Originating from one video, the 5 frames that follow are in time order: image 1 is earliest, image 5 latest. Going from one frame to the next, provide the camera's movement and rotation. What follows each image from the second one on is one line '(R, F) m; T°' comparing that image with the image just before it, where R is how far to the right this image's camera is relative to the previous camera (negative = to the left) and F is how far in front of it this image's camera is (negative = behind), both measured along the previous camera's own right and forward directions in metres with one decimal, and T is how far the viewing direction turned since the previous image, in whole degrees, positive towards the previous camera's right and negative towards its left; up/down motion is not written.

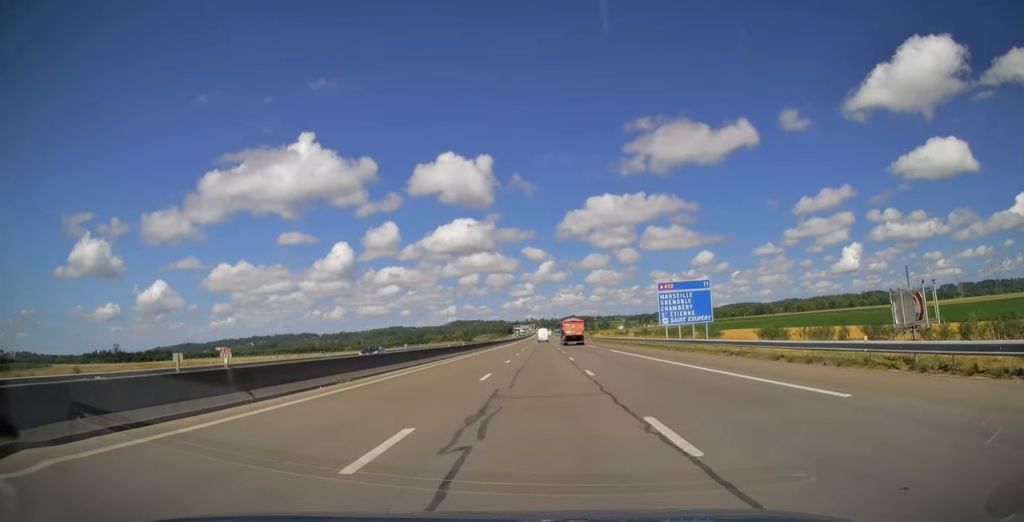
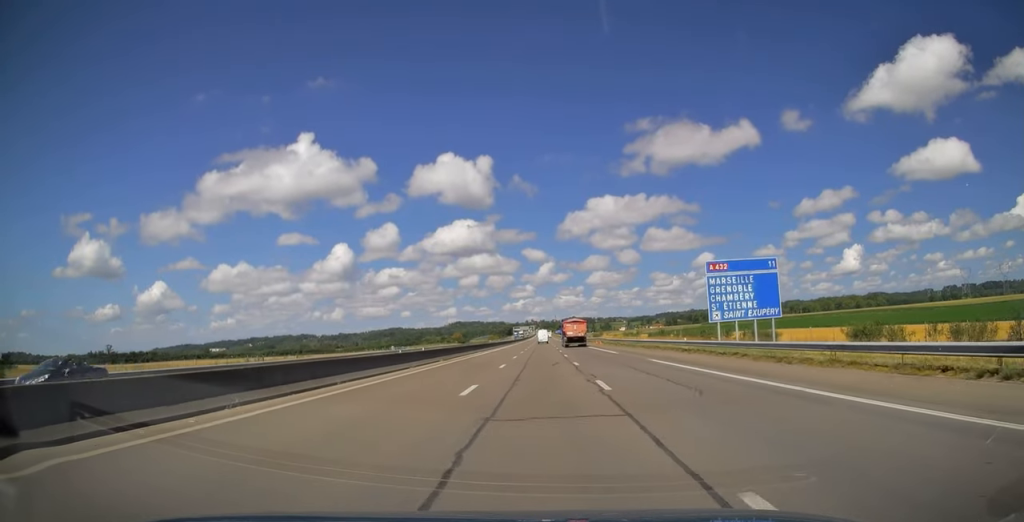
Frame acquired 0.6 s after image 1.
(-0.1, +17.7) m; 0°
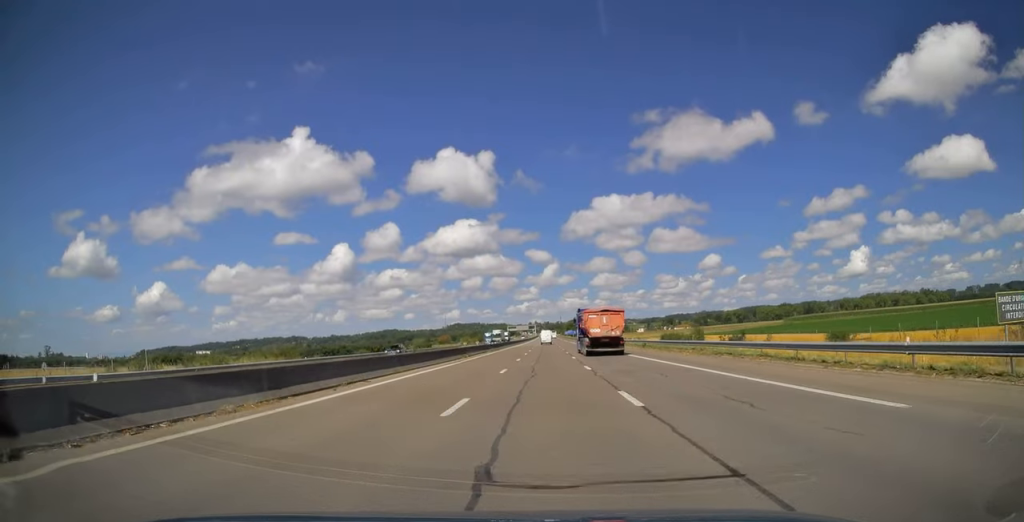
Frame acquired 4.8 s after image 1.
(+0.5, +135.6) m; 0°
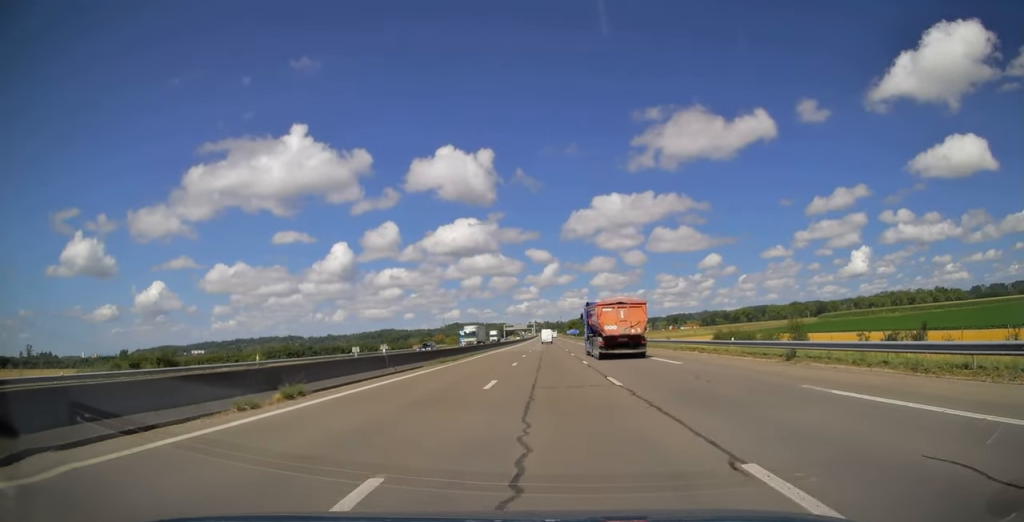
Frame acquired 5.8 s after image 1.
(+0.1, +34.2) m; 0°
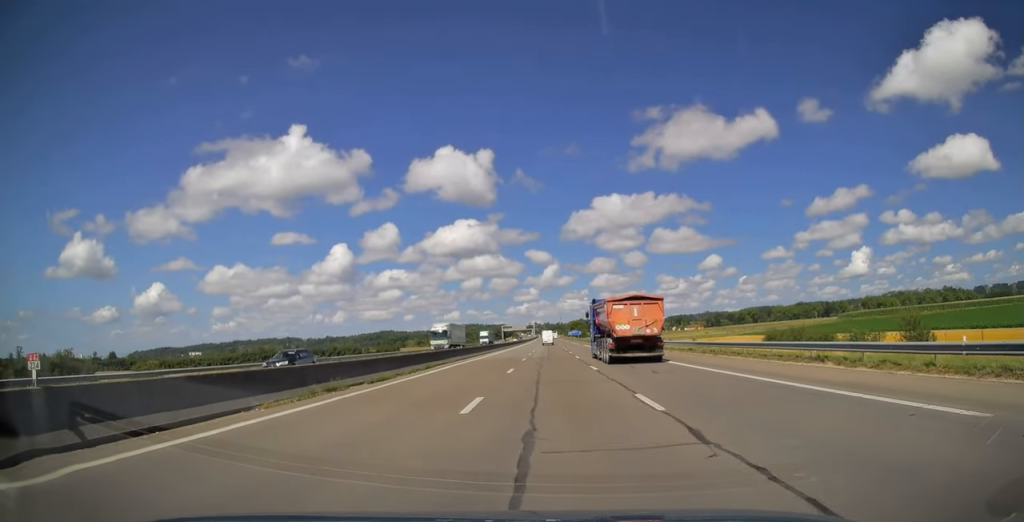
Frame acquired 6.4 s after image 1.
(-0.3, +18.2) m; 0°
